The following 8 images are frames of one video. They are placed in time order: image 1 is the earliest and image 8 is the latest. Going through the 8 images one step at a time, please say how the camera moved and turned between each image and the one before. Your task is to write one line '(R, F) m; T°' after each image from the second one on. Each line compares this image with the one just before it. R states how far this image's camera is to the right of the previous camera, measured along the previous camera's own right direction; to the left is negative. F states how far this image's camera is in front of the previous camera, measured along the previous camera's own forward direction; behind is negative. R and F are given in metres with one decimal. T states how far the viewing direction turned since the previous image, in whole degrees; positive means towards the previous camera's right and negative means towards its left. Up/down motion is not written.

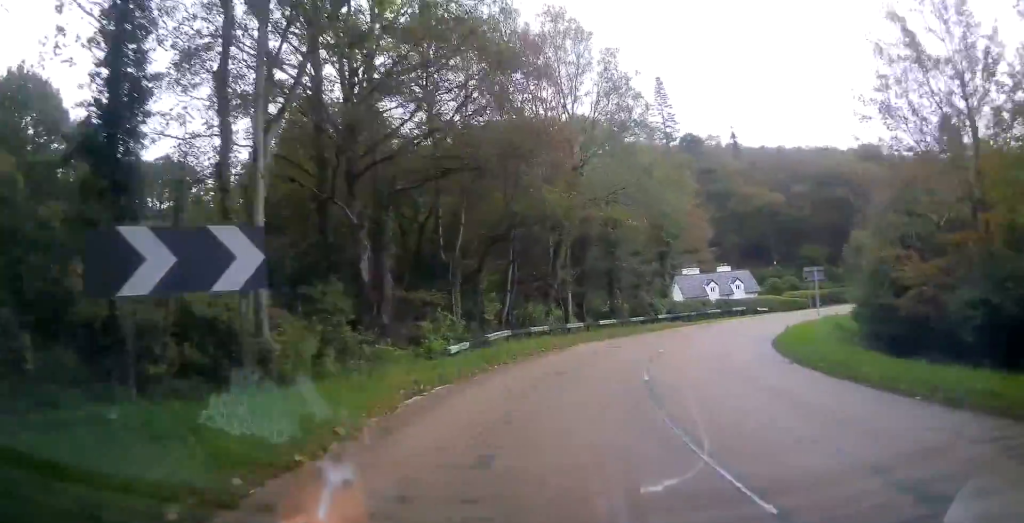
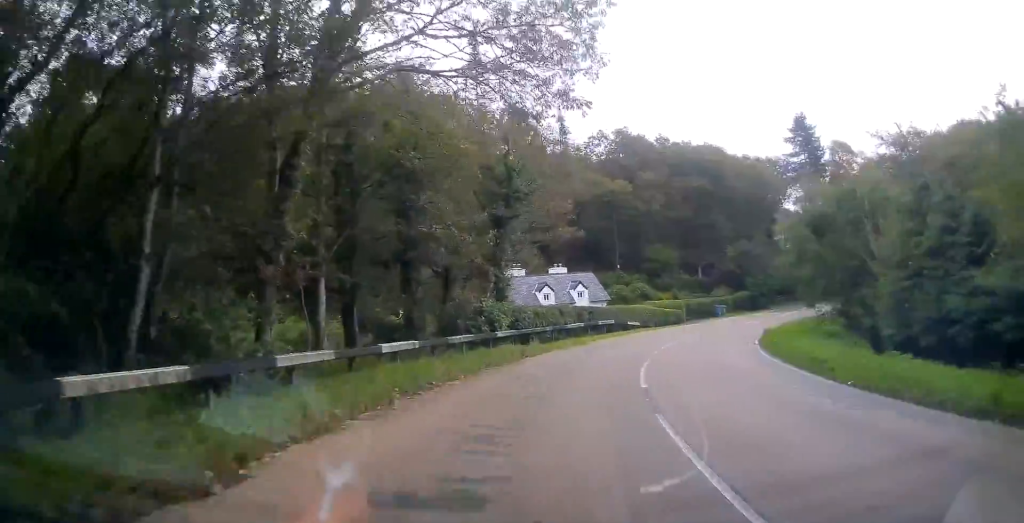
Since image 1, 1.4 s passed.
(+3.0, +19.4) m; +20°
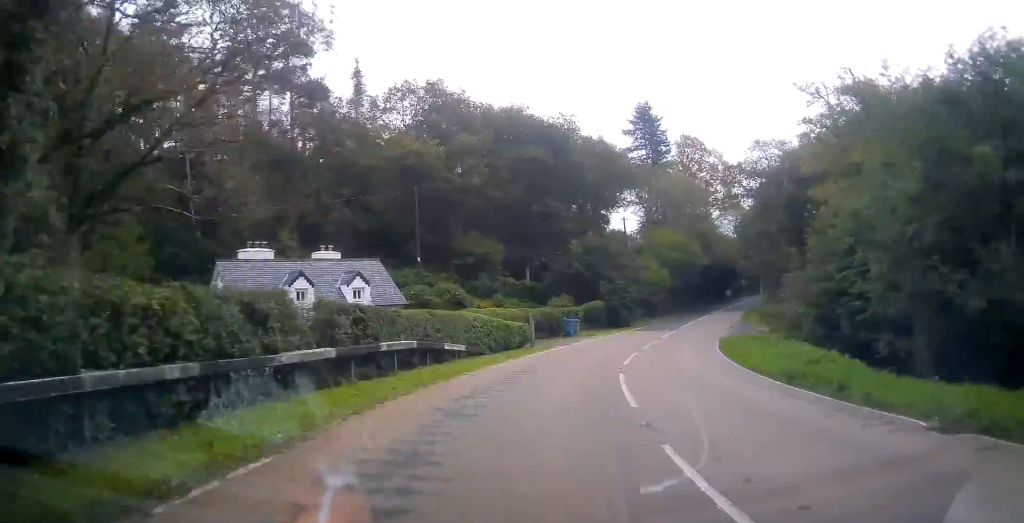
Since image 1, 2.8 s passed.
(+3.5, +20.2) m; +18°
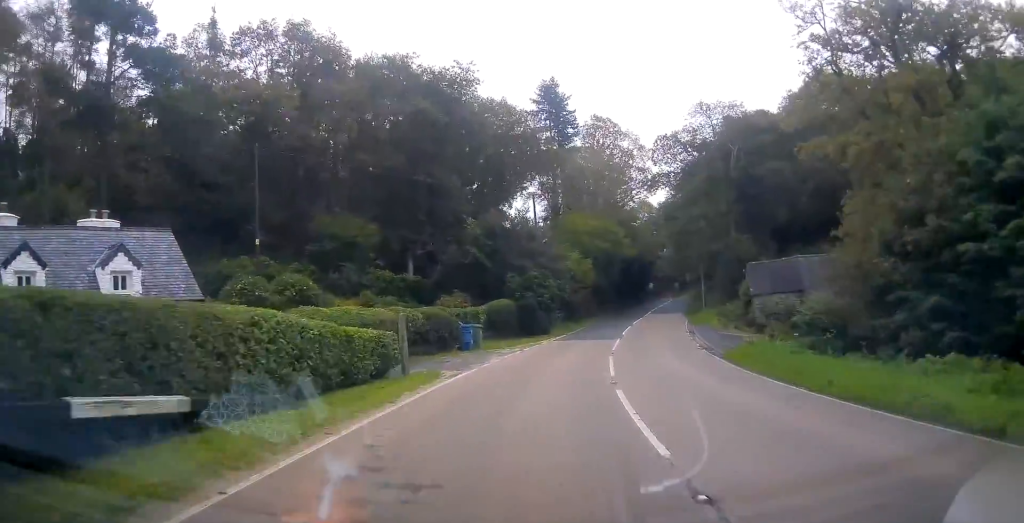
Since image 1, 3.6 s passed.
(+1.0, +13.3) m; +10°
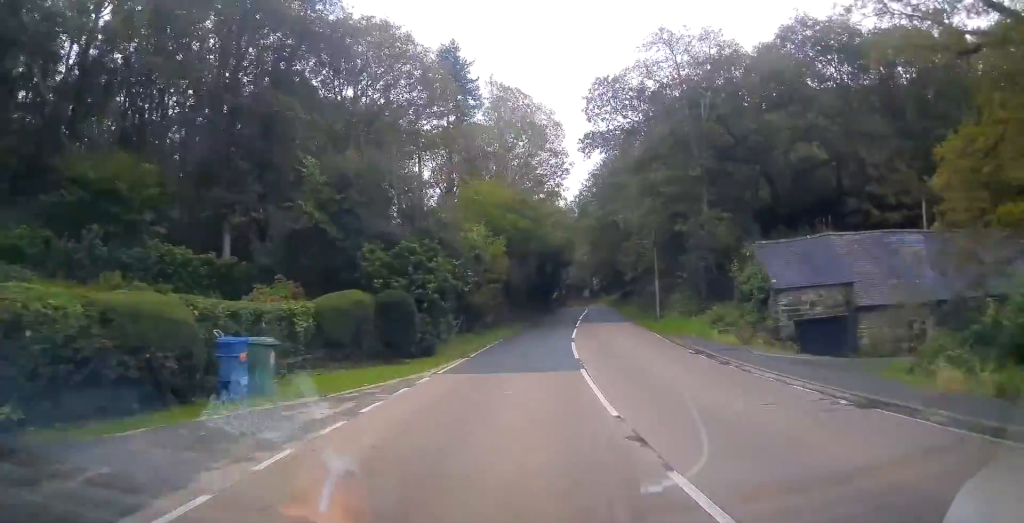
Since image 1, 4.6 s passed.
(+1.7, +16.4) m; +9°
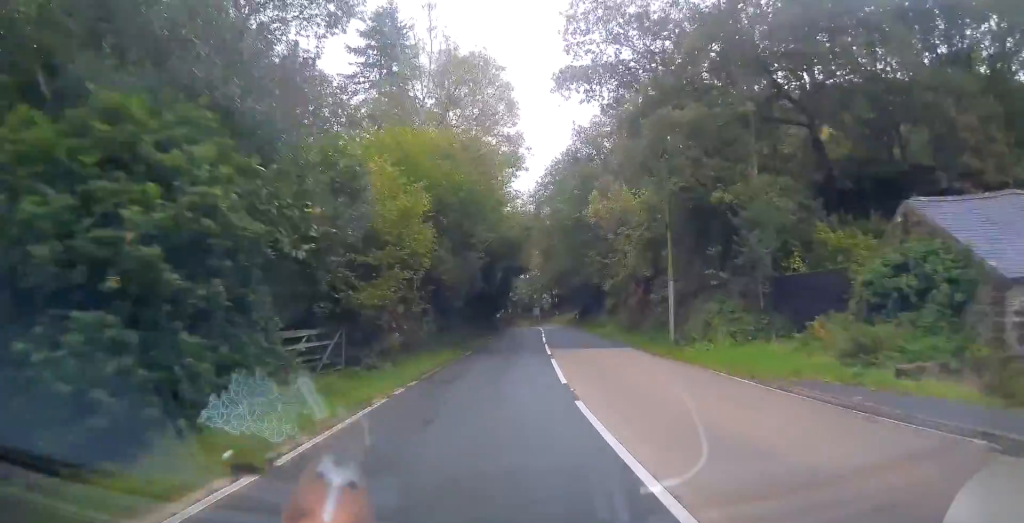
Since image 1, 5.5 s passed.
(+0.6, +14.3) m; +5°
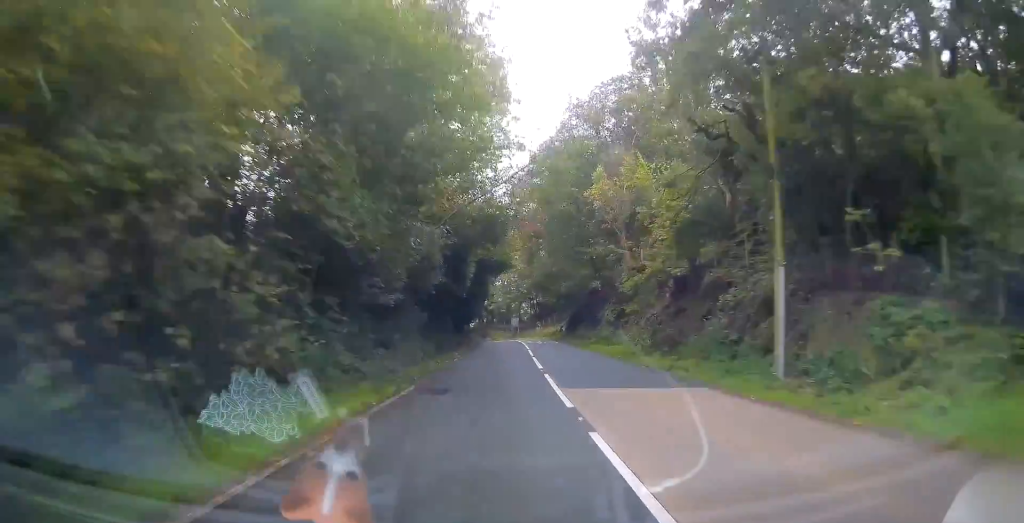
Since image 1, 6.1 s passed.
(+0.4, +11.9) m; +3°
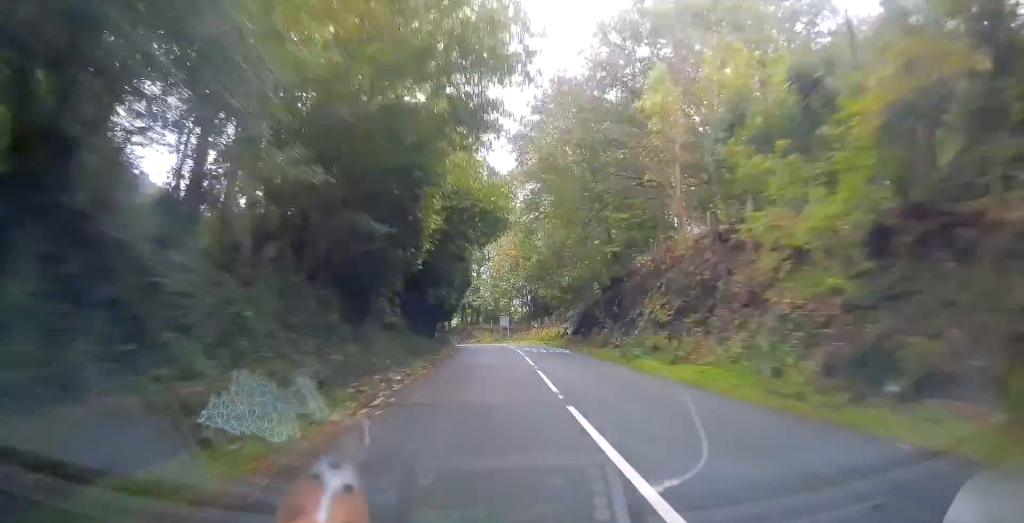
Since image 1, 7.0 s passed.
(+0.5, +16.1) m; +1°
